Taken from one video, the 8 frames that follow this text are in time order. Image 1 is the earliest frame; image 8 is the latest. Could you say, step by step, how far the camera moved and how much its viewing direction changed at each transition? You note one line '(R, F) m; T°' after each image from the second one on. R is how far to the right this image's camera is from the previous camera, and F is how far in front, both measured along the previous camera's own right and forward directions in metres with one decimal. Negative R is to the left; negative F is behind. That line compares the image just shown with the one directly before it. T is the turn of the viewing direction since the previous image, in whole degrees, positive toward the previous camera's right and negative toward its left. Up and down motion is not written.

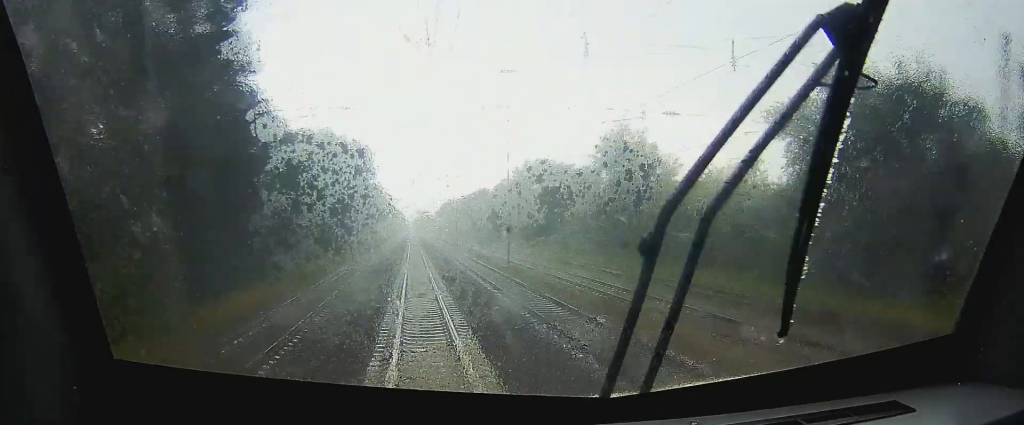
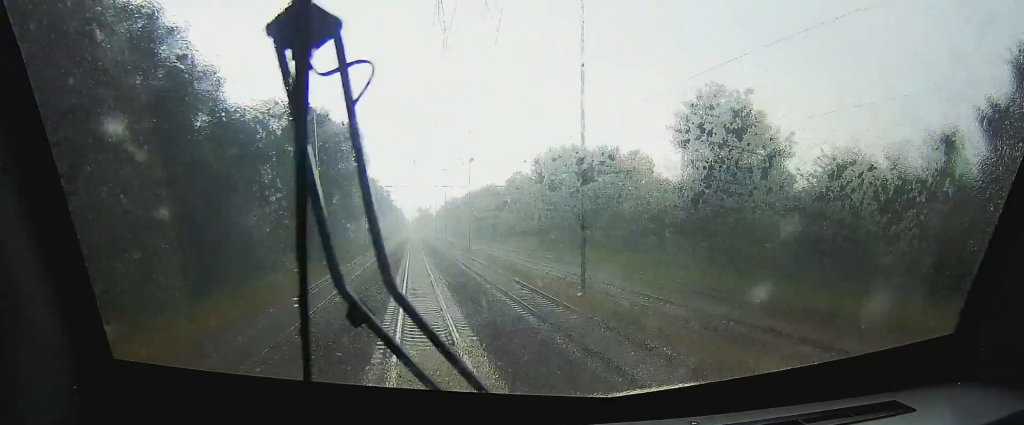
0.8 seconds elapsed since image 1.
(+0.1, +23.1) m; -1°
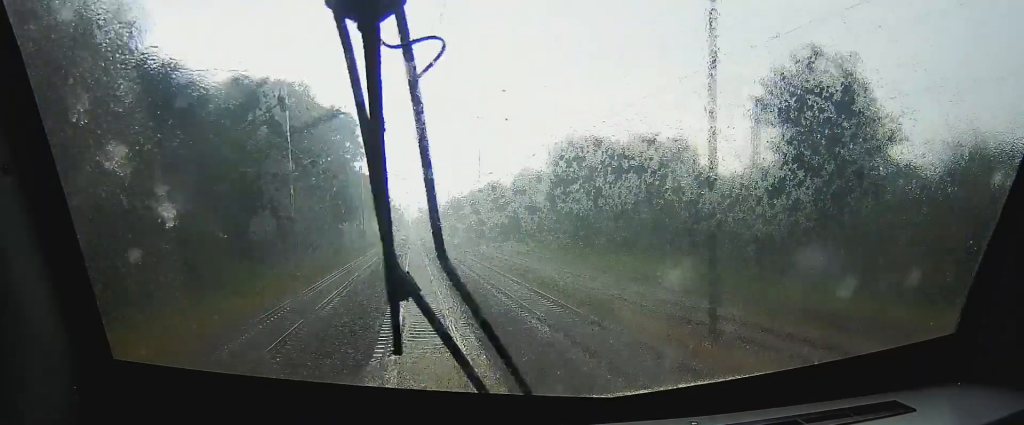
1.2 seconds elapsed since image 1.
(-0.2, +13.0) m; 0°
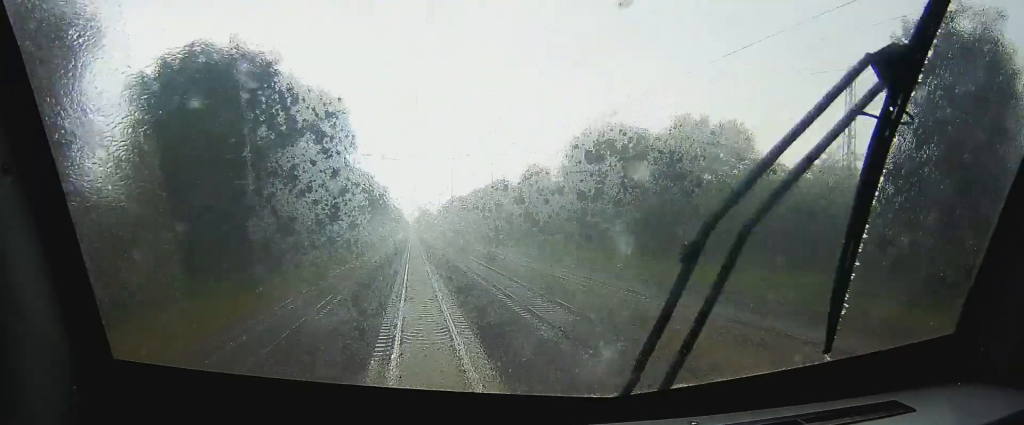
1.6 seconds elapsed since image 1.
(-0.4, +12.0) m; +1°
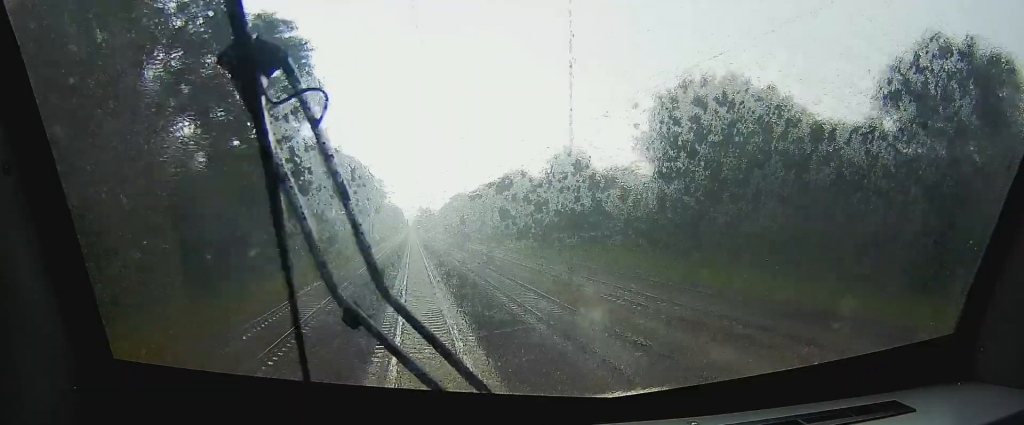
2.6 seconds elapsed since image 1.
(+1.0, +30.2) m; +2°
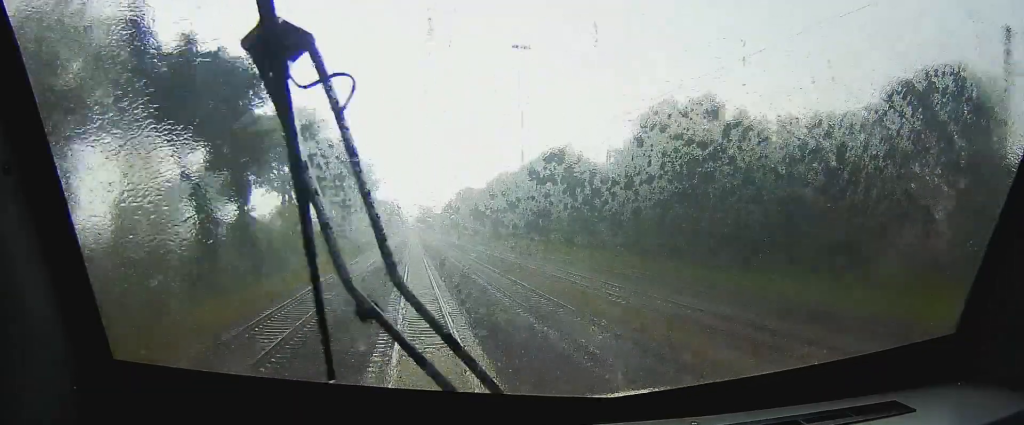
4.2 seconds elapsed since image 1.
(-0.1, +45.5) m; 0°
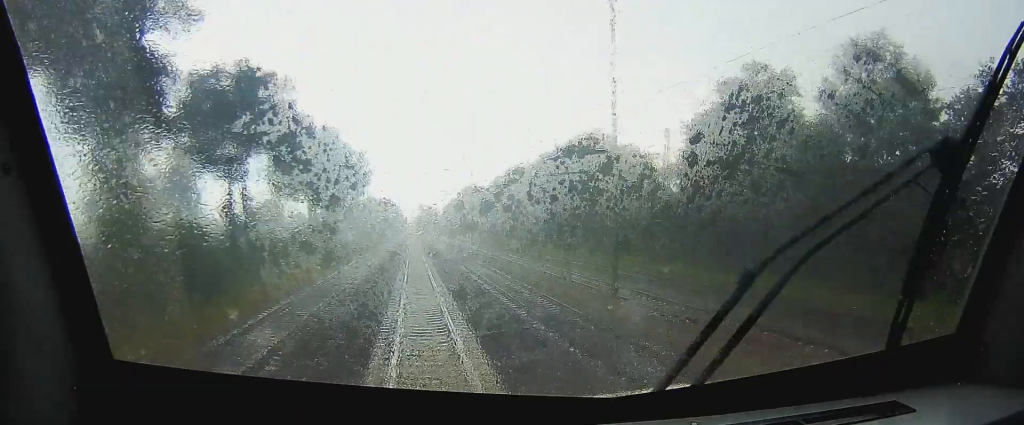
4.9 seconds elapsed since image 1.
(0.0, +19.5) m; 0°
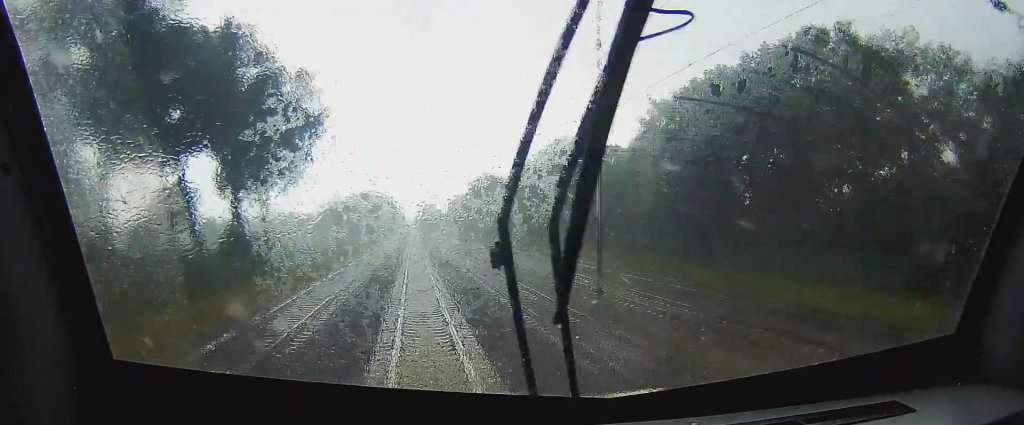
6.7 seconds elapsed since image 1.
(+0.3, +55.8) m; +1°
